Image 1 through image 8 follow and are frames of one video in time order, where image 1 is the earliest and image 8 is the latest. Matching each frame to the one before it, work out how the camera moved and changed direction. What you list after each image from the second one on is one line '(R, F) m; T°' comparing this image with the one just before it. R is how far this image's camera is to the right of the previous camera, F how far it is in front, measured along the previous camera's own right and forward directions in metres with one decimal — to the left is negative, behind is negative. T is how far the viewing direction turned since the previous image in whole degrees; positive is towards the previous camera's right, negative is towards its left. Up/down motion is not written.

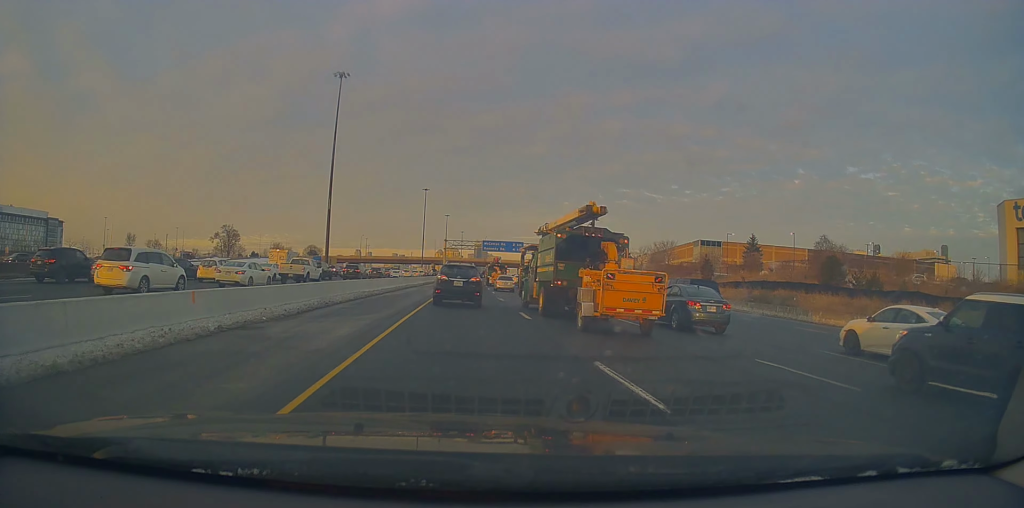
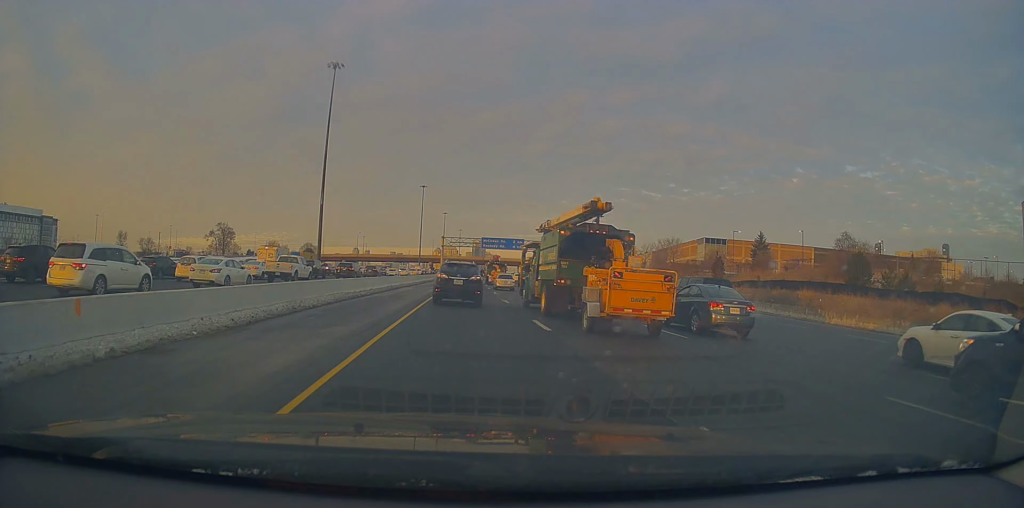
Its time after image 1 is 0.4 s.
(0.0, +4.1) m; 0°
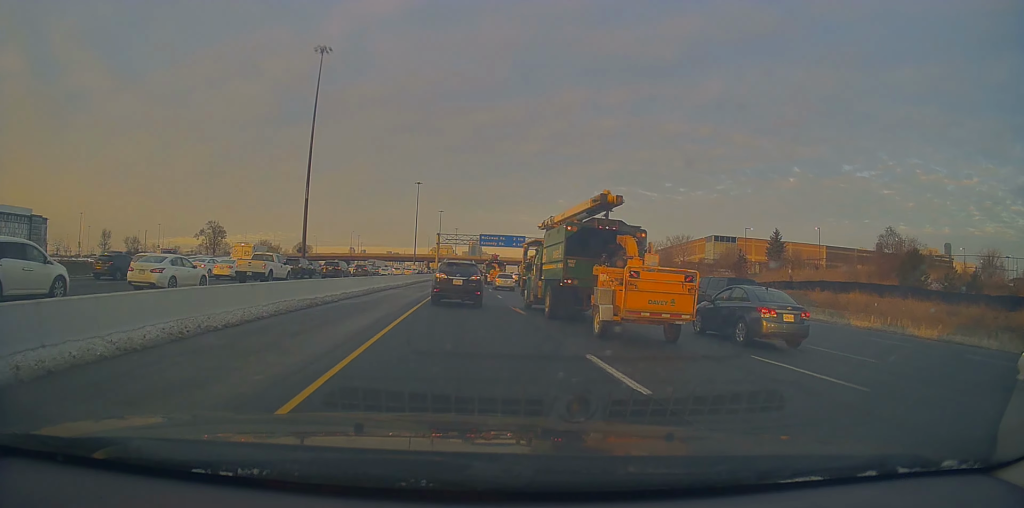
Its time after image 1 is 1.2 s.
(0.0, +7.2) m; +1°
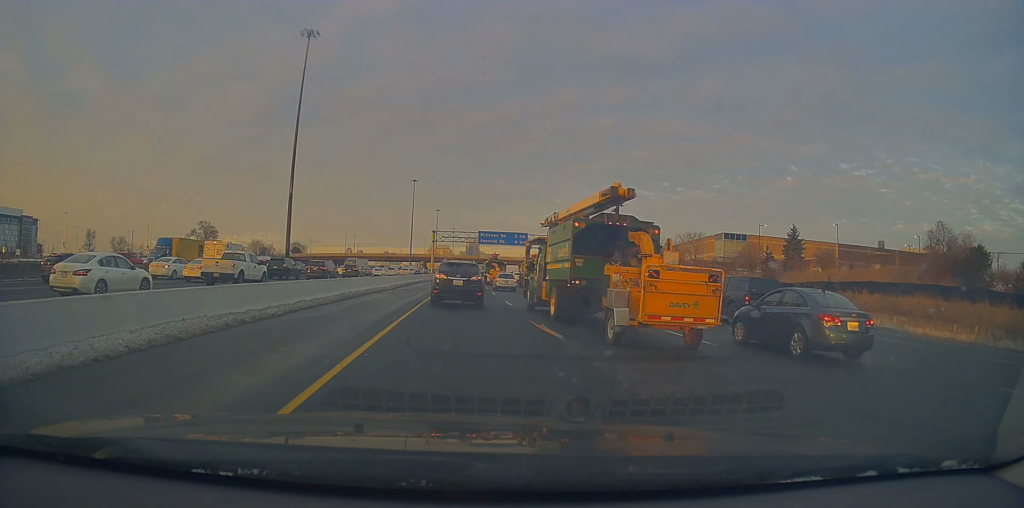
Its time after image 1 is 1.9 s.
(+0.1, +7.1) m; +1°
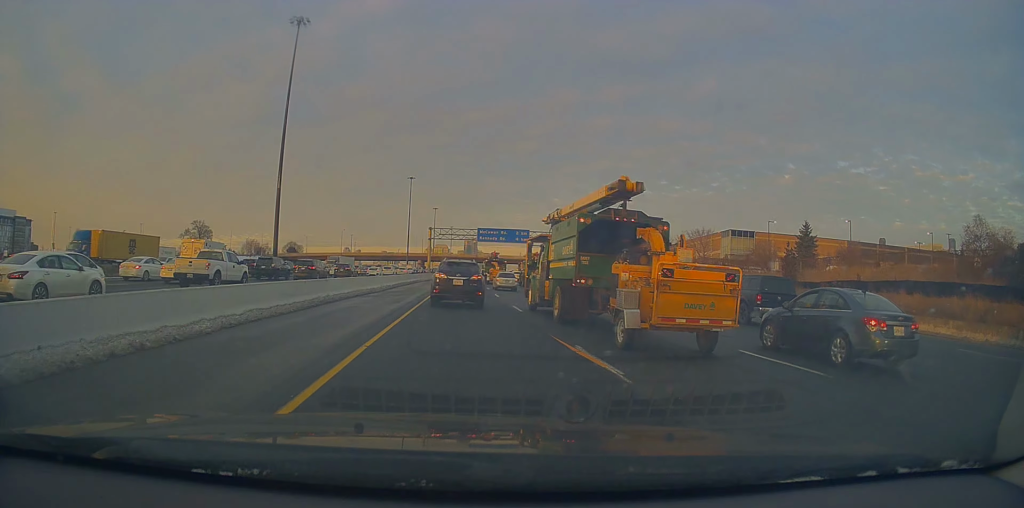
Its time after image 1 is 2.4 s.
(0.0, +4.8) m; 0°
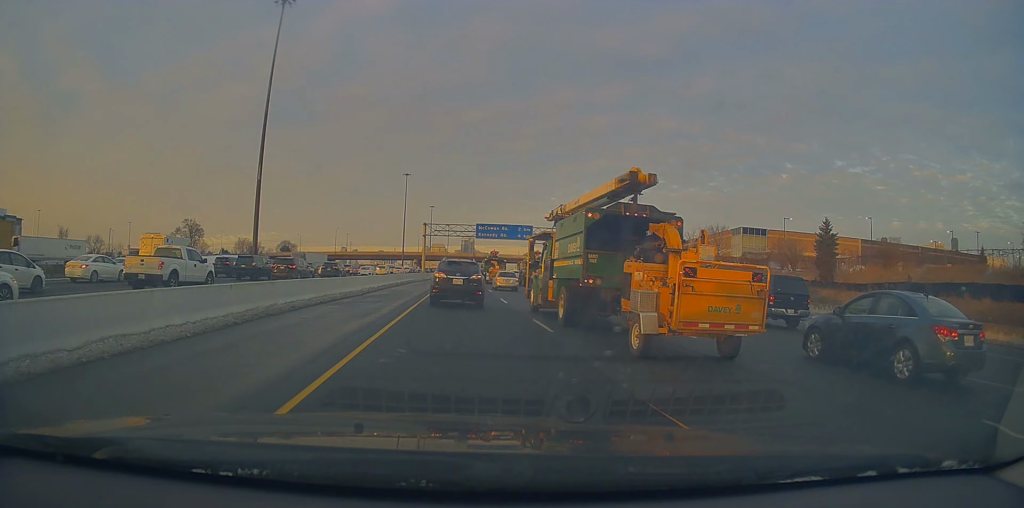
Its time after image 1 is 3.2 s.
(0.0, +7.2) m; 0°
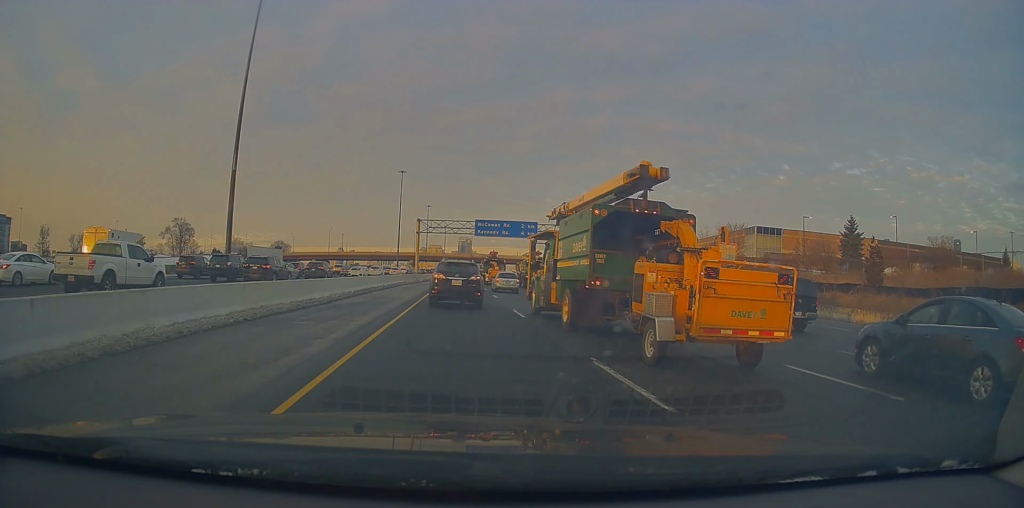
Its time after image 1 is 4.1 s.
(+0.1, +7.7) m; -1°
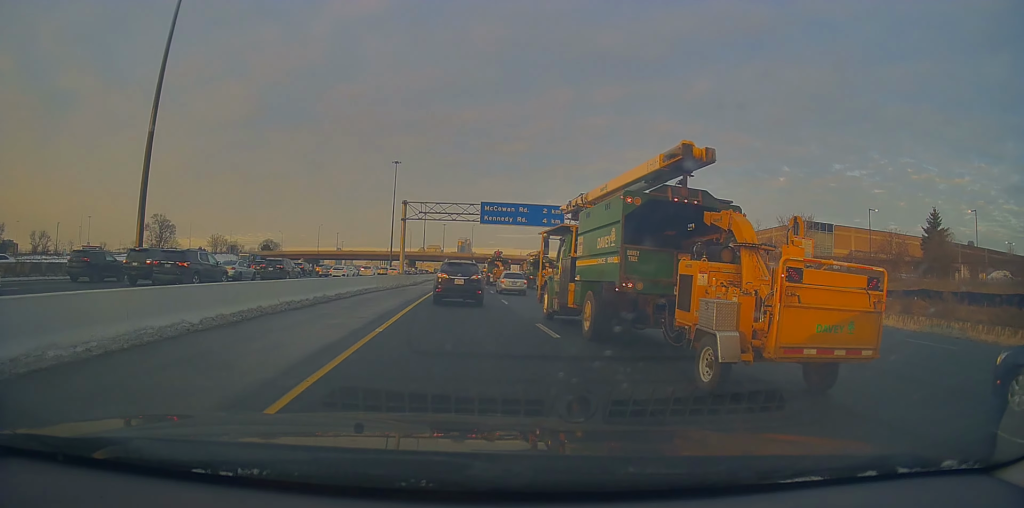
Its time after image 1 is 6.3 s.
(+0.1, +18.9) m; +1°
